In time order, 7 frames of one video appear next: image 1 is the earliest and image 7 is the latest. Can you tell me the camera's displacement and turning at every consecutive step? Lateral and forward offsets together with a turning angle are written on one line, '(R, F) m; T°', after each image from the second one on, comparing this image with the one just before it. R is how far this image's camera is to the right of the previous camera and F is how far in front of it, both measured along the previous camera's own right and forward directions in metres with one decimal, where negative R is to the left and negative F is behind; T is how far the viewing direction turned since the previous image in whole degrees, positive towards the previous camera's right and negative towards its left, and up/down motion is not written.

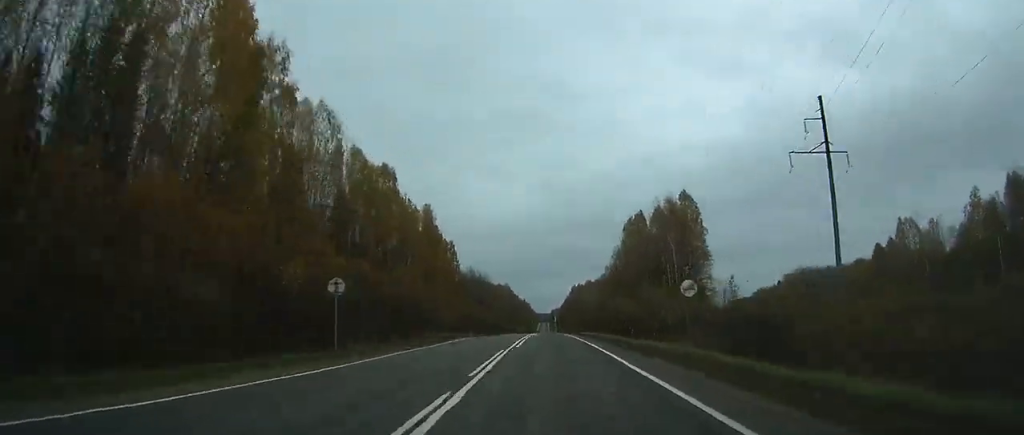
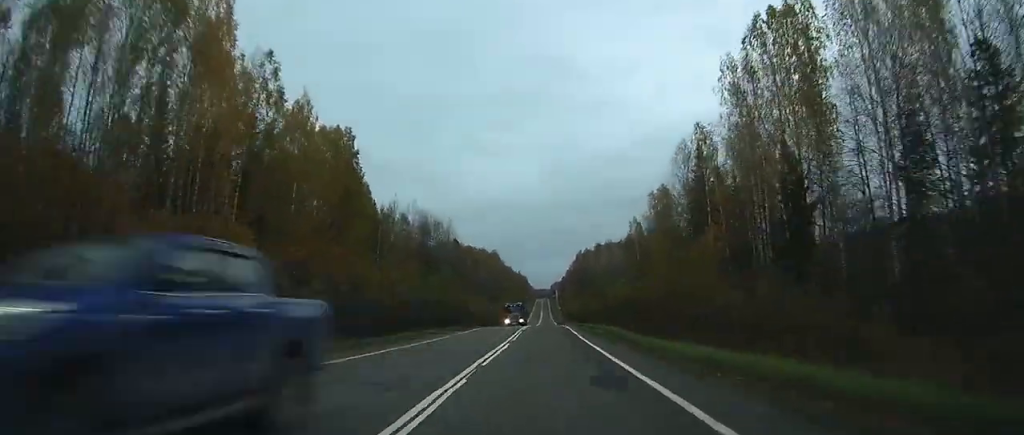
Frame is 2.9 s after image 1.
(+0.4, +78.0) m; 0°
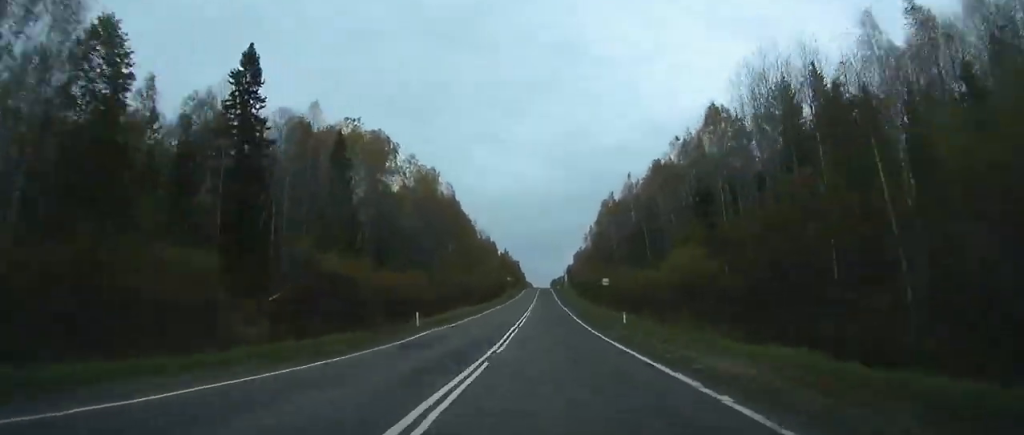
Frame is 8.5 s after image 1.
(-0.4, +156.4) m; 0°
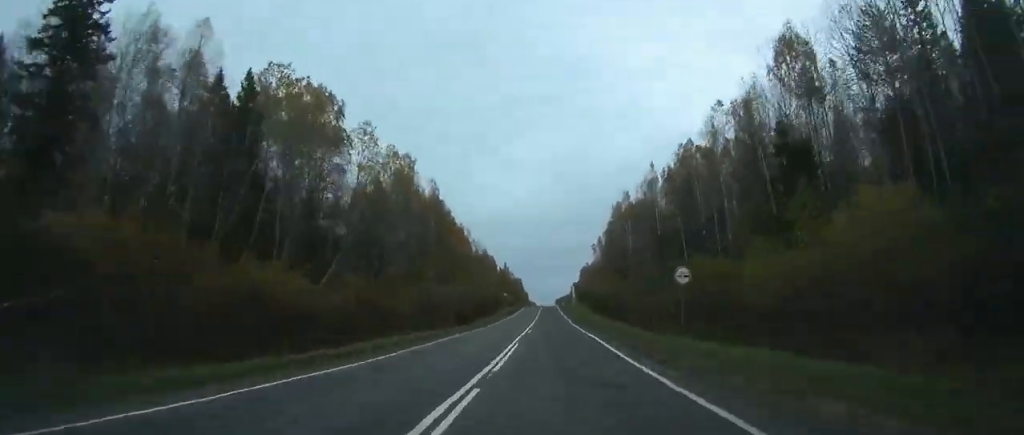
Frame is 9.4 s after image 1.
(0.0, +26.5) m; 0°
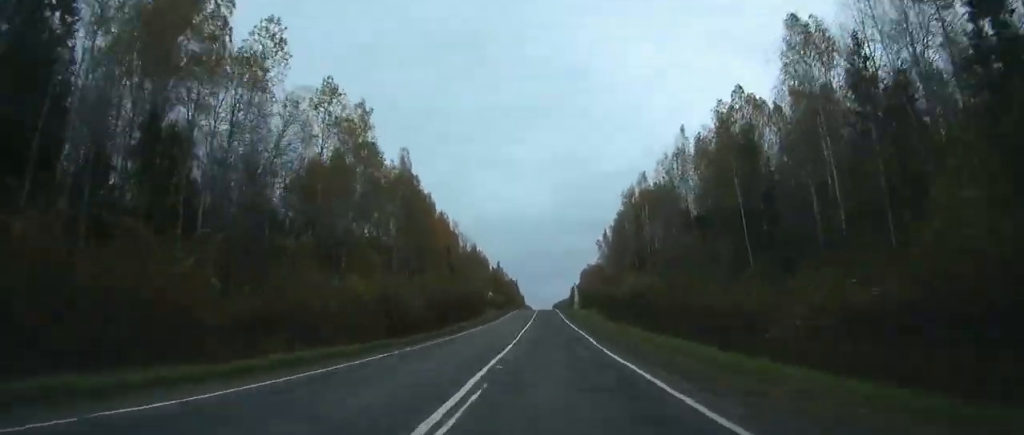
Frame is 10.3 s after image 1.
(0.0, +26.5) m; 0°
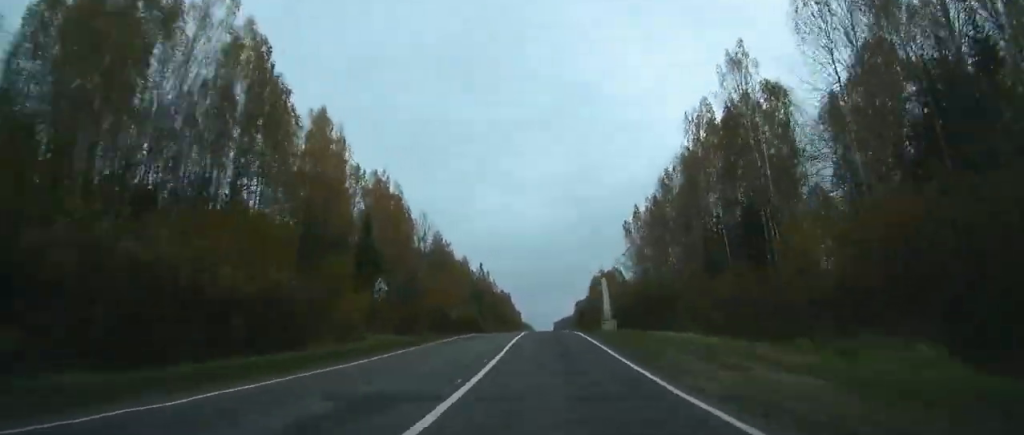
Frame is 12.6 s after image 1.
(-0.1, +61.9) m; 0°
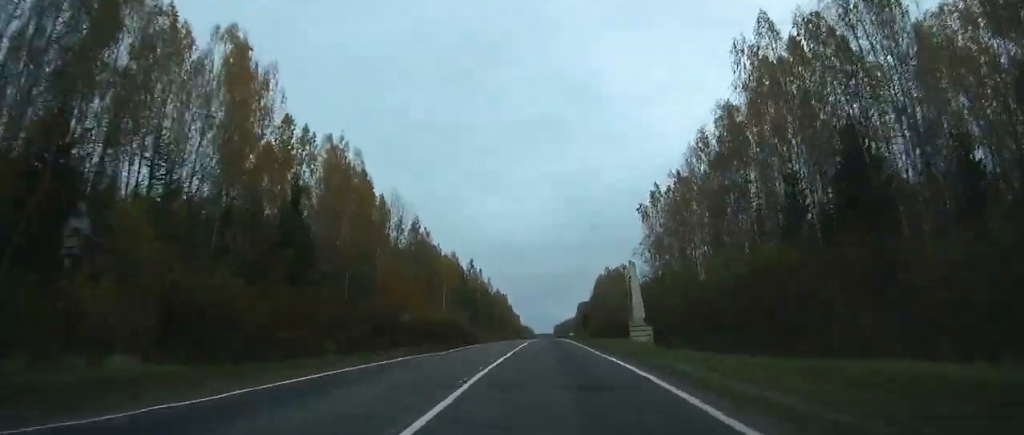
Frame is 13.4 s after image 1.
(0.0, +21.6) m; 0°
